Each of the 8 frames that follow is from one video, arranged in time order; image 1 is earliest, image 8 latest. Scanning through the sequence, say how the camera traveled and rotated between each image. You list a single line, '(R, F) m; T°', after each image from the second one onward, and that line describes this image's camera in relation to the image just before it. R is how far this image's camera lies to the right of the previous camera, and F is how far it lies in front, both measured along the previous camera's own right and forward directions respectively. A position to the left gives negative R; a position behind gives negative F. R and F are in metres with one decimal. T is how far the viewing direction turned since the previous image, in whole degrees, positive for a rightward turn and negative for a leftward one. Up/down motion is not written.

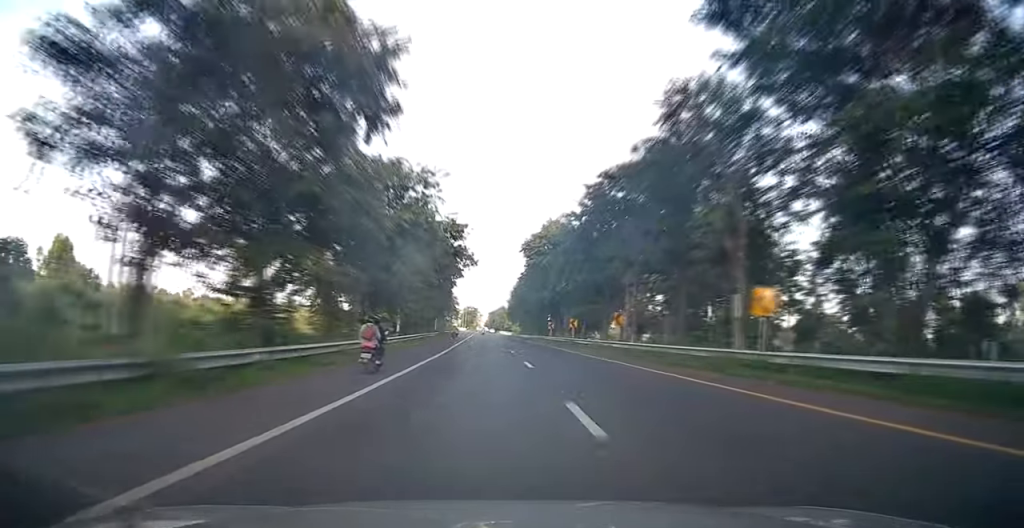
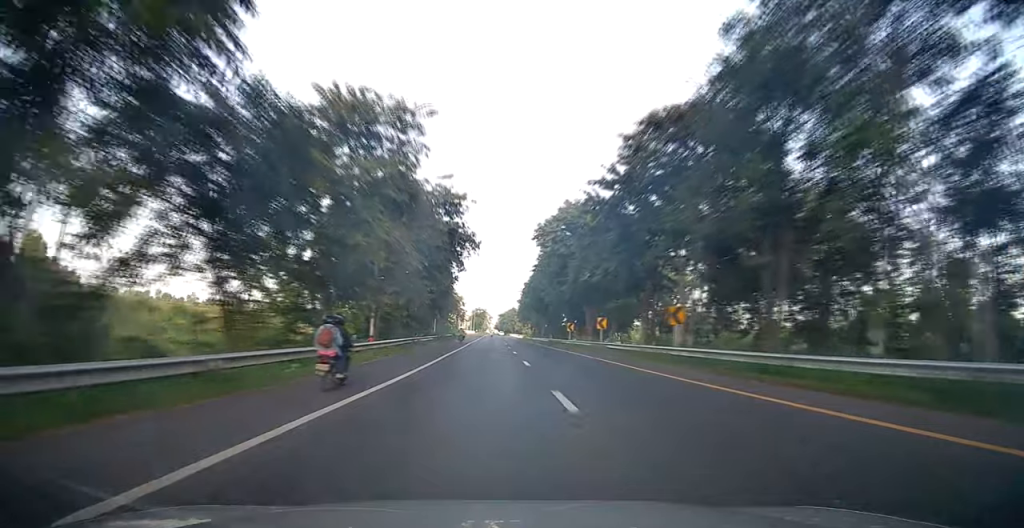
(-0.1, +9.9) m; -1°
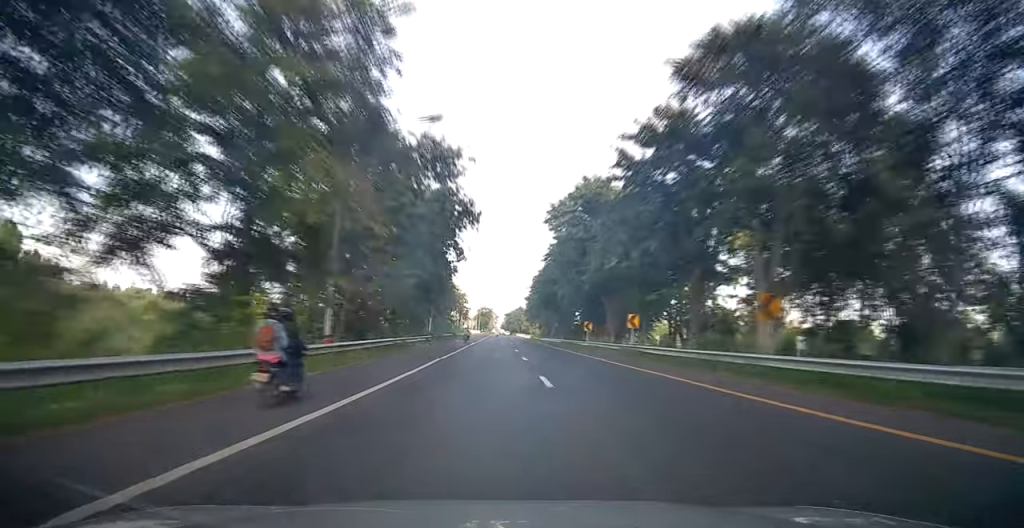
(+0.1, +7.9) m; -1°
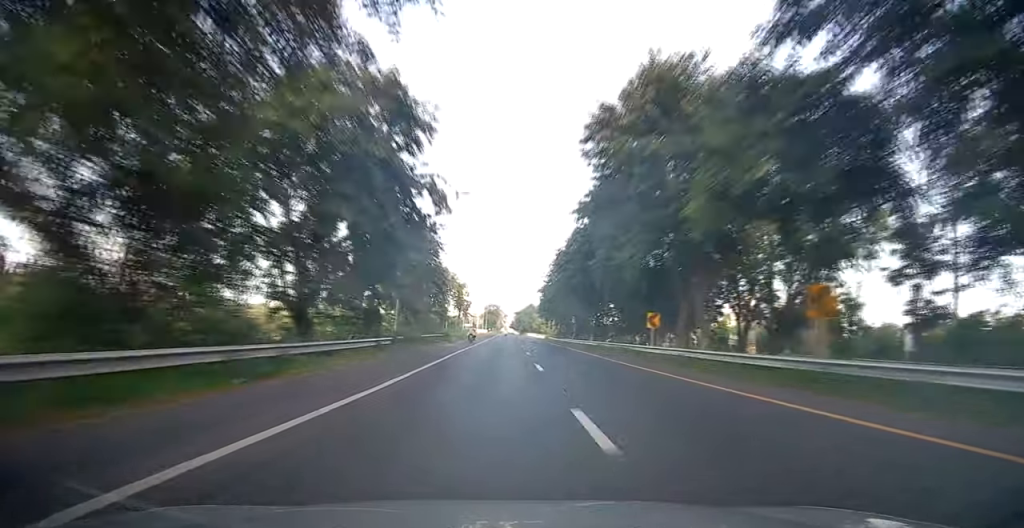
(-0.4, +18.6) m; -2°
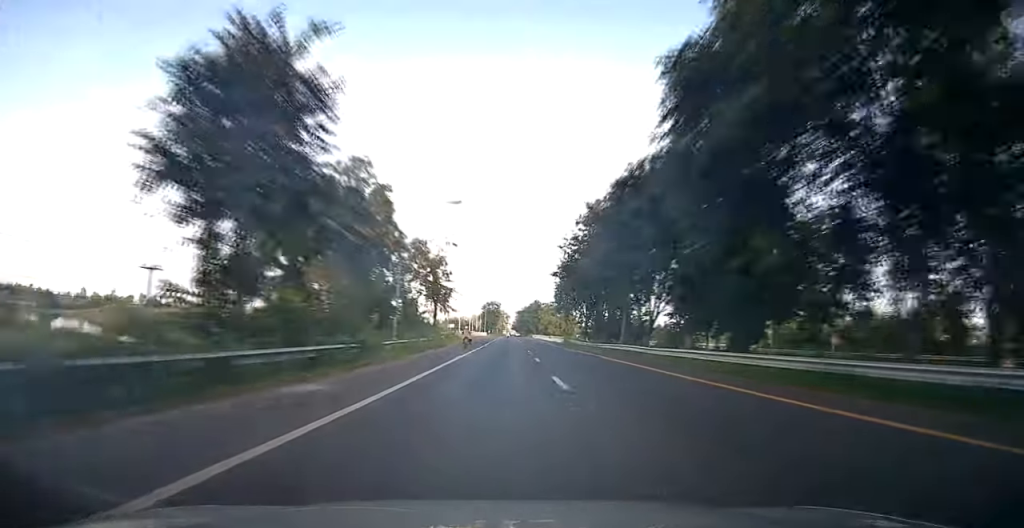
(-0.3, +29.0) m; 0°
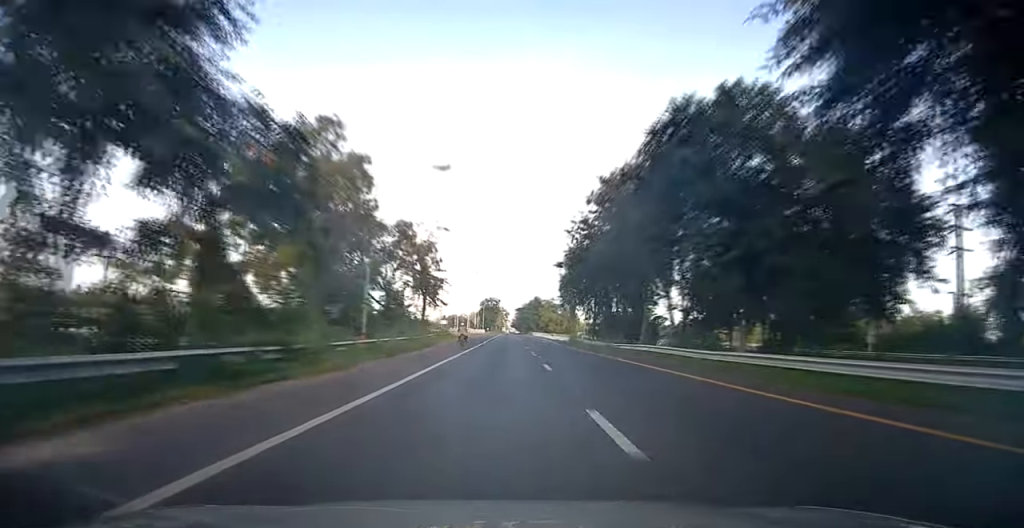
(0.0, +6.8) m; 0°
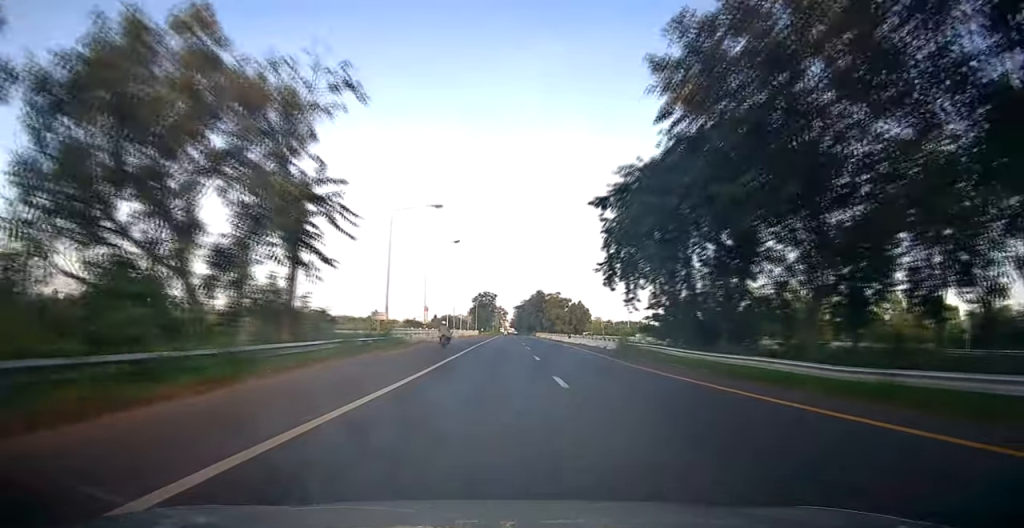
(+0.3, +28.8) m; +1°
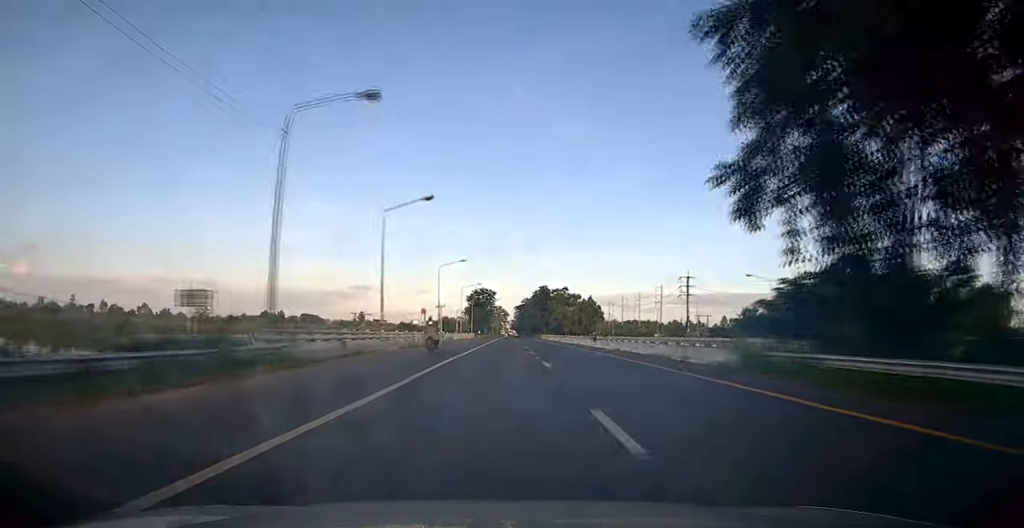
(+0.1, +18.6) m; 0°
